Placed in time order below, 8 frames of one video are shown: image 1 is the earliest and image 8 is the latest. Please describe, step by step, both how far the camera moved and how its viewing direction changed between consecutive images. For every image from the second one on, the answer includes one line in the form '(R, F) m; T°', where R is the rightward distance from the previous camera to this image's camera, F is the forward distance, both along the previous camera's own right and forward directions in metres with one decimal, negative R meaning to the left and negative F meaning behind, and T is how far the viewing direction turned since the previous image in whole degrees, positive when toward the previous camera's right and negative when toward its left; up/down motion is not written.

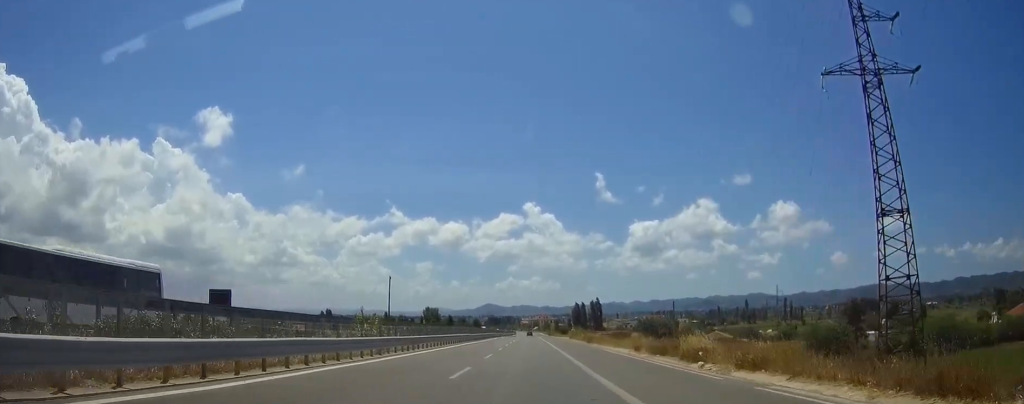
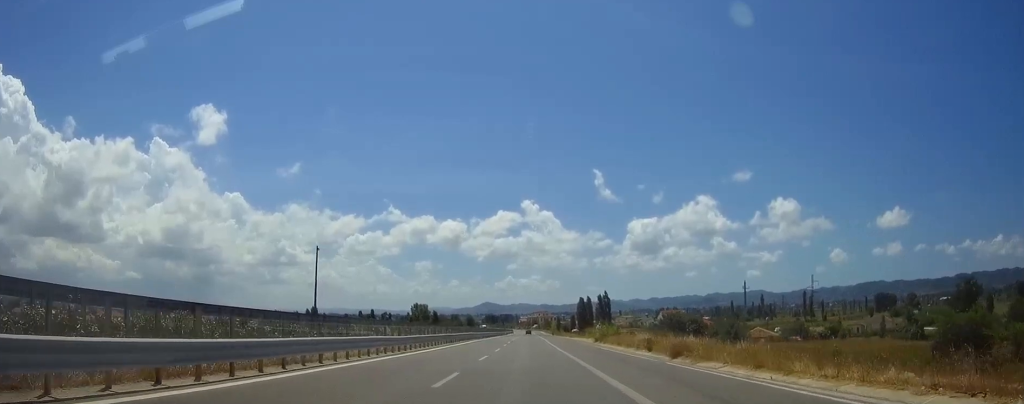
(0.0, +41.1) m; 0°
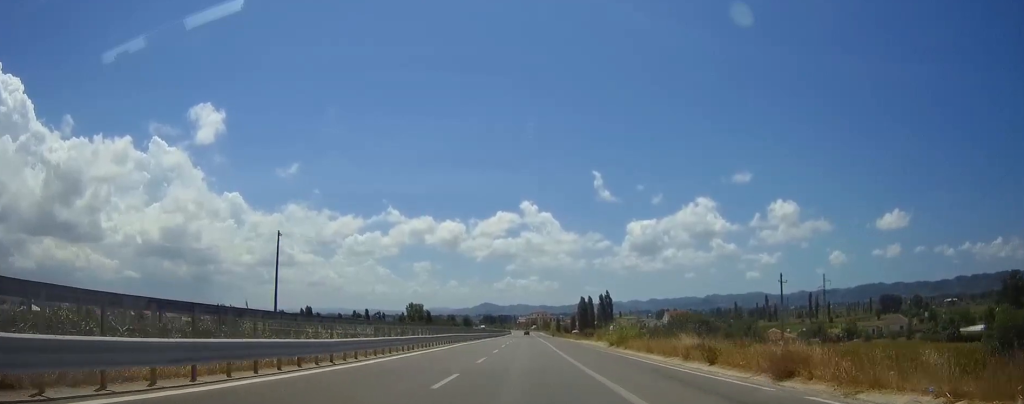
(0.0, +13.2) m; 0°
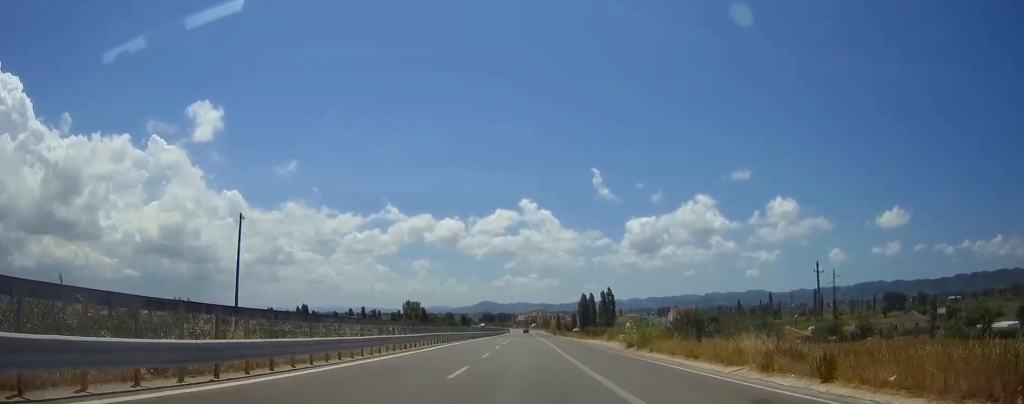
(0.0, +9.8) m; 0°
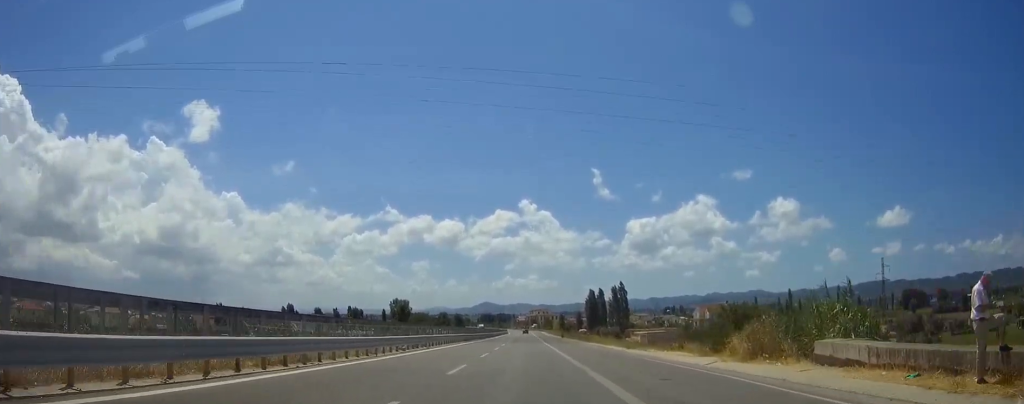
(0.0, +37.8) m; 0°
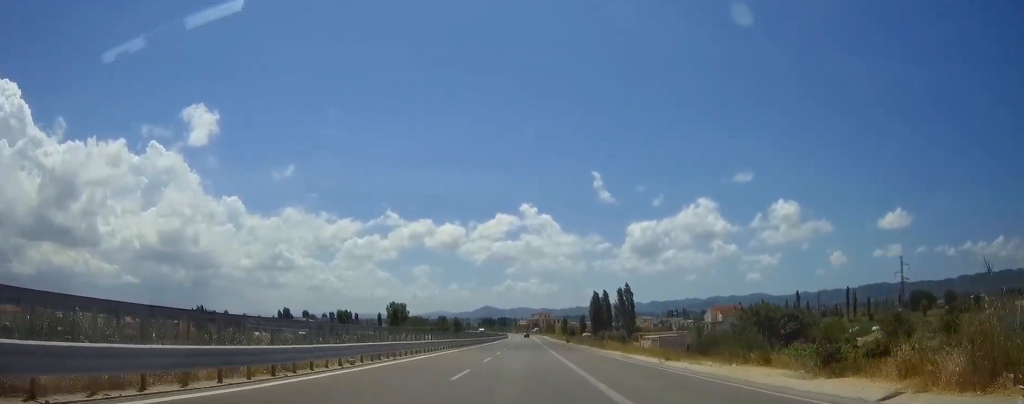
(0.0, +11.4) m; 0°
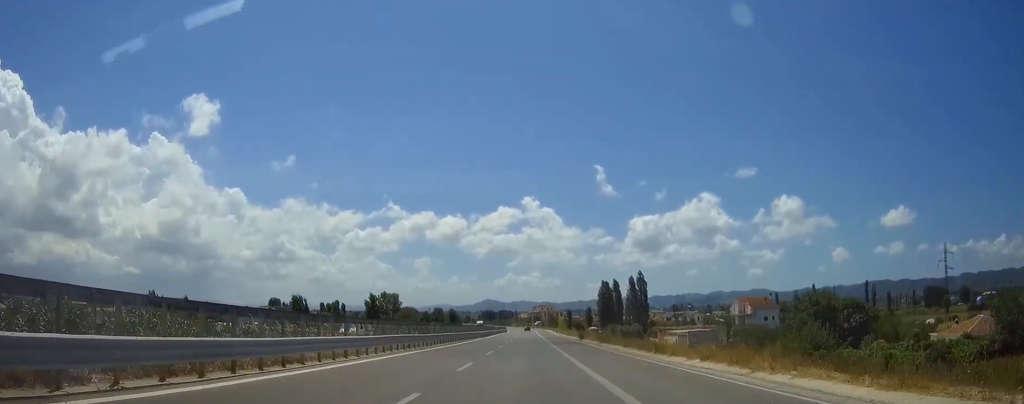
(+0.1, +22.3) m; 0°
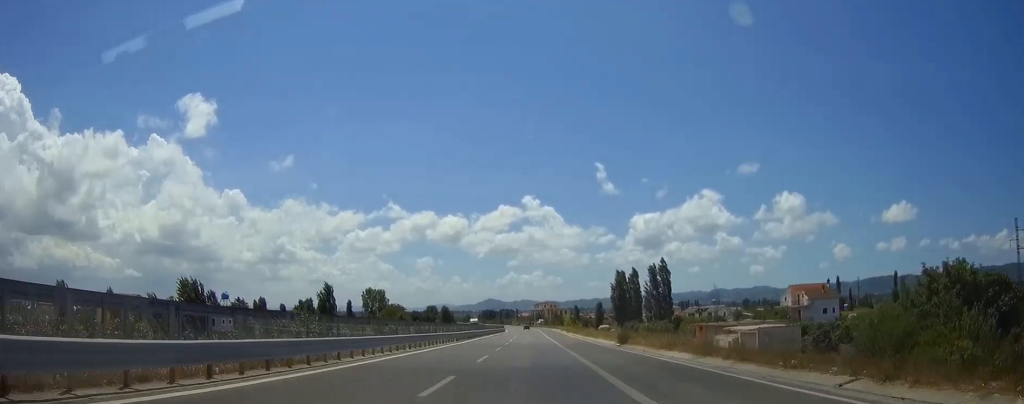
(-0.1, +32.3) m; 0°
